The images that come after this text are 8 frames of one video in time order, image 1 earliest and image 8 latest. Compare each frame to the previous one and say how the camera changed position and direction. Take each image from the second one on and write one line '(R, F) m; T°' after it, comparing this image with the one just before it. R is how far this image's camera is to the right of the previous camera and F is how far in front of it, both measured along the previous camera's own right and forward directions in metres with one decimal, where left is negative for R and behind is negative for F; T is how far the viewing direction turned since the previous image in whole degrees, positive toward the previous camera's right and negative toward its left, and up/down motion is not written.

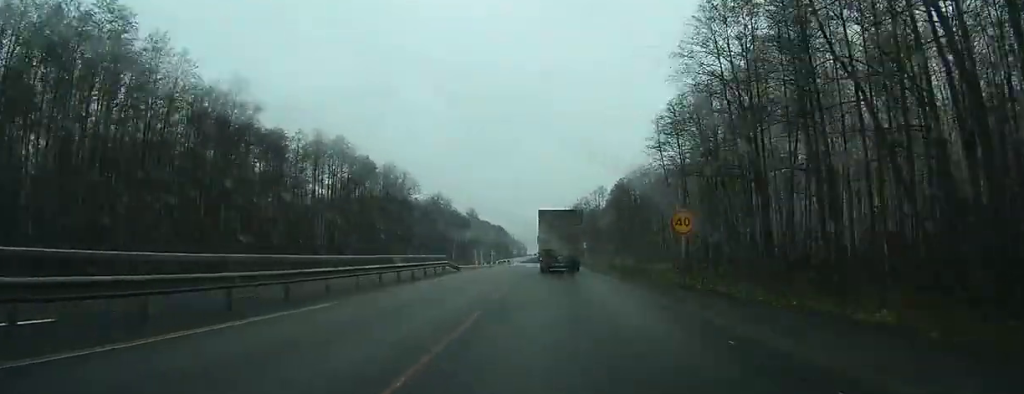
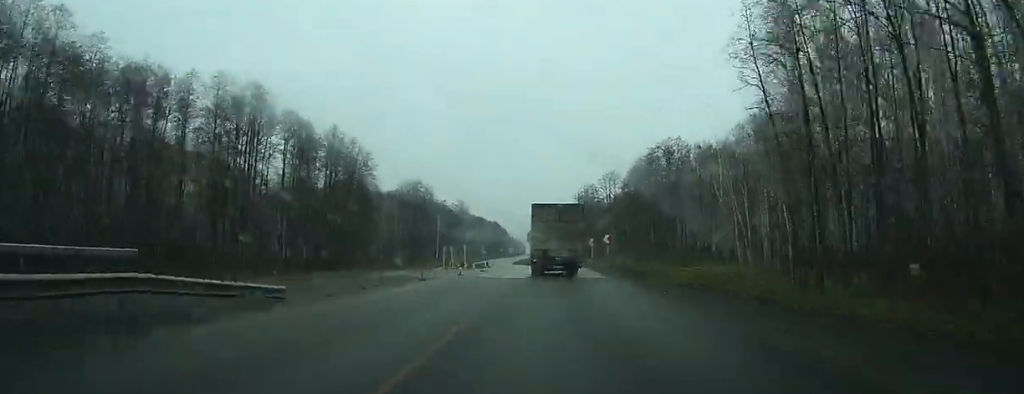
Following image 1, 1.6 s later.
(+4.6, +31.7) m; -5°
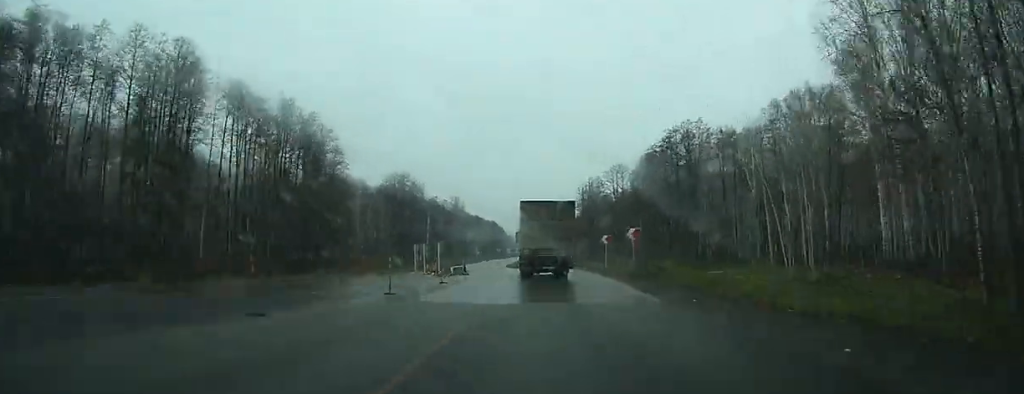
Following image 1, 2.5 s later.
(-3.5, +15.8) m; -4°
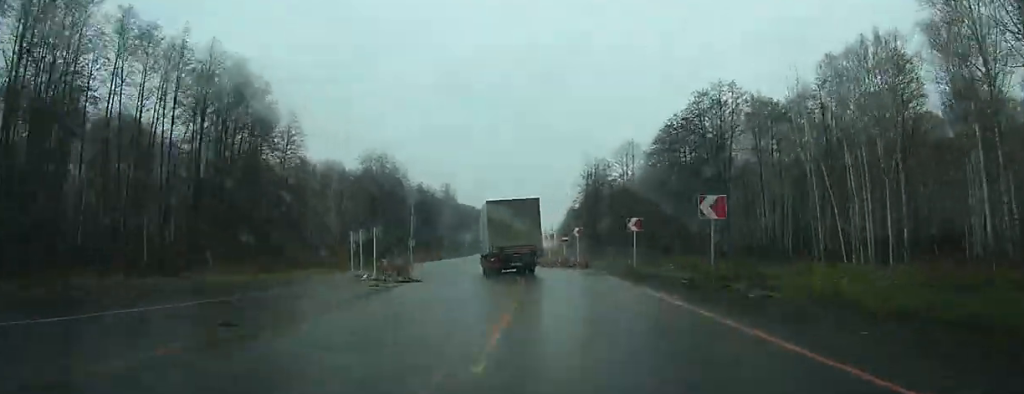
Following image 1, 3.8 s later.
(-4.1, +21.2) m; -5°
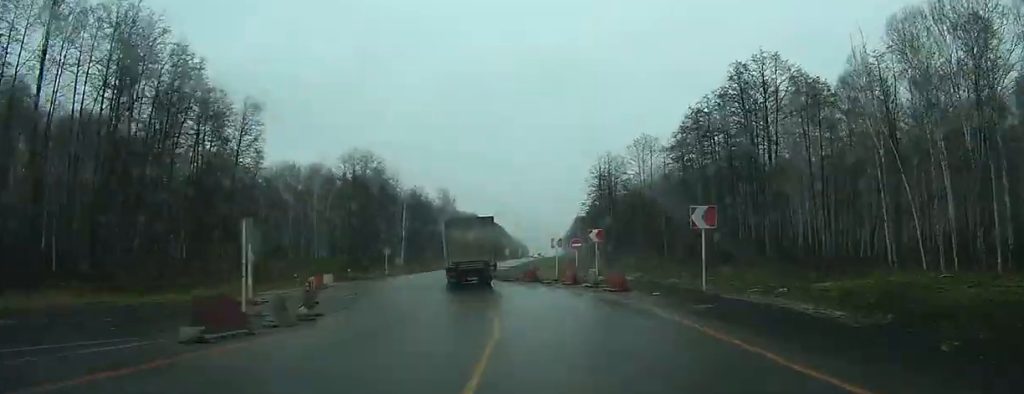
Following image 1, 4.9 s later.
(+2.0, +16.3) m; +3°
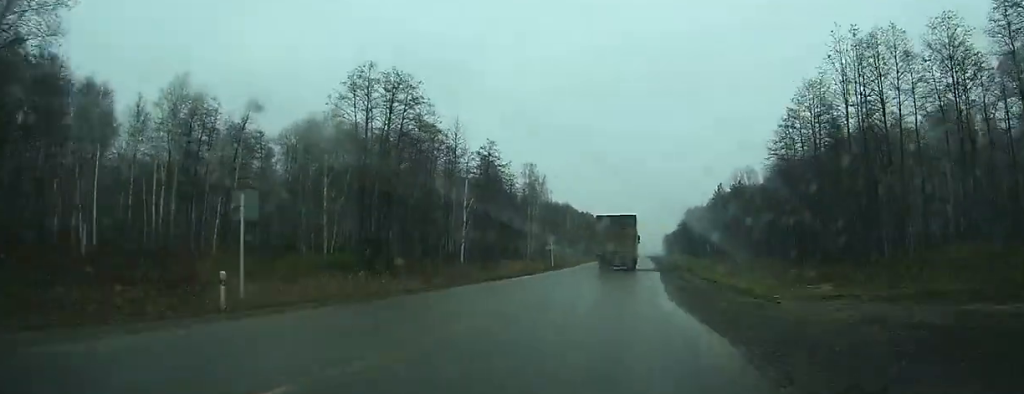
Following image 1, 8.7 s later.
(+0.5, +50.4) m; 0°
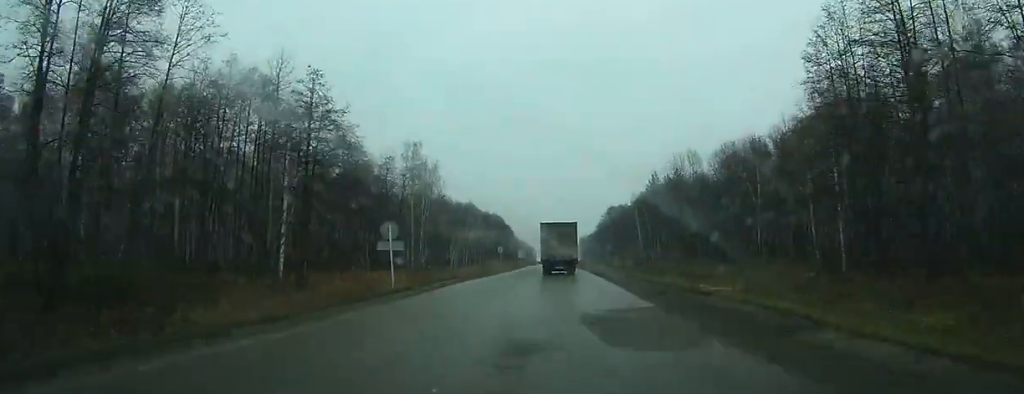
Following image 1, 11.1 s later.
(+0.6, +31.3) m; +3°
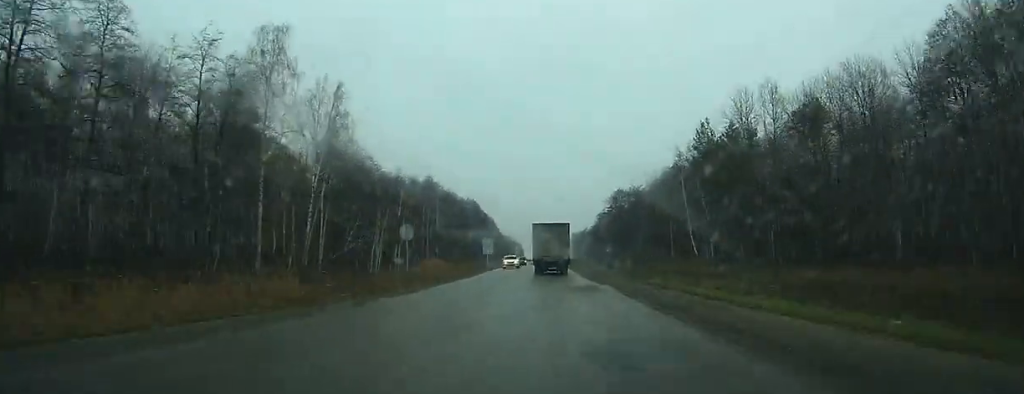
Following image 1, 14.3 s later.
(+1.7, +49.4) m; +3°
